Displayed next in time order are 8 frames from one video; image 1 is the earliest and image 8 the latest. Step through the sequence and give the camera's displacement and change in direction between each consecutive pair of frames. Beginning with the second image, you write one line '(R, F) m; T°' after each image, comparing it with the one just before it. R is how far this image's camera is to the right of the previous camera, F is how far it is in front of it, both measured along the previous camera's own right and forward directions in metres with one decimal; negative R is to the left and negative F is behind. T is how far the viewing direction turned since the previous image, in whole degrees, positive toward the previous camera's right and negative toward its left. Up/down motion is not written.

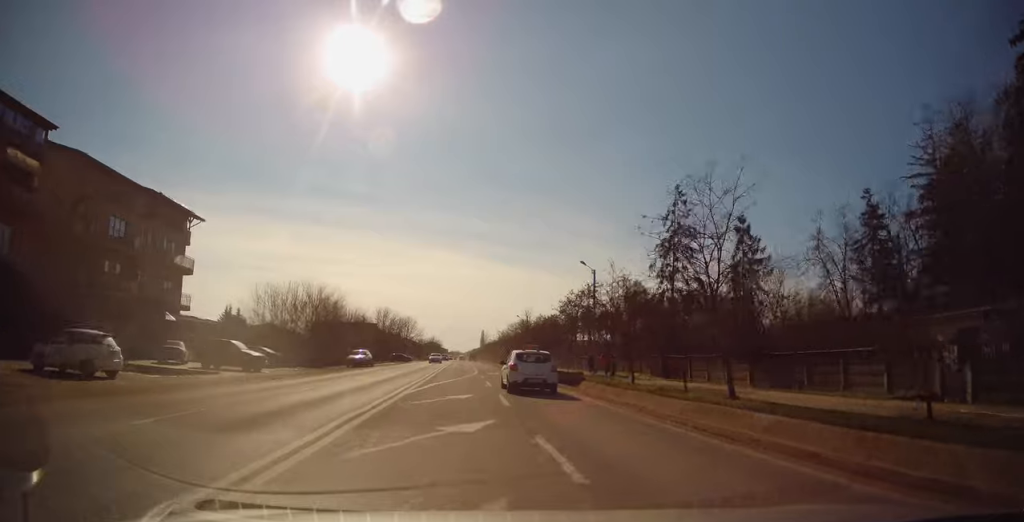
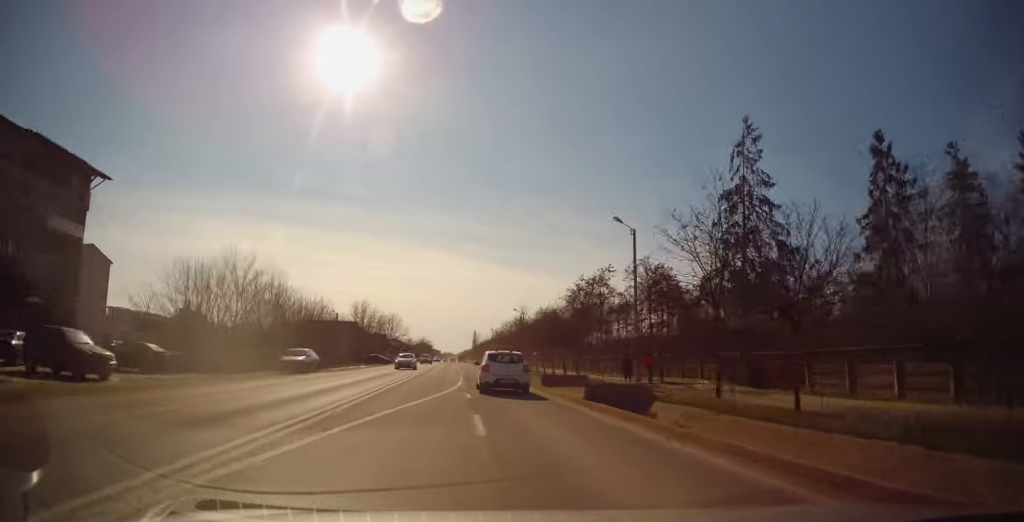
(0.0, +14.2) m; +1°
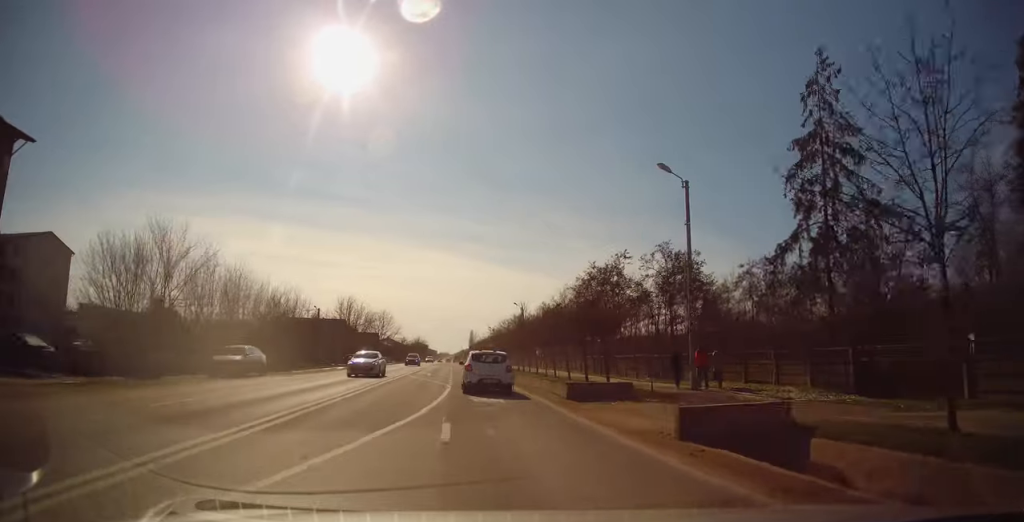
(+0.3, +8.5) m; 0°
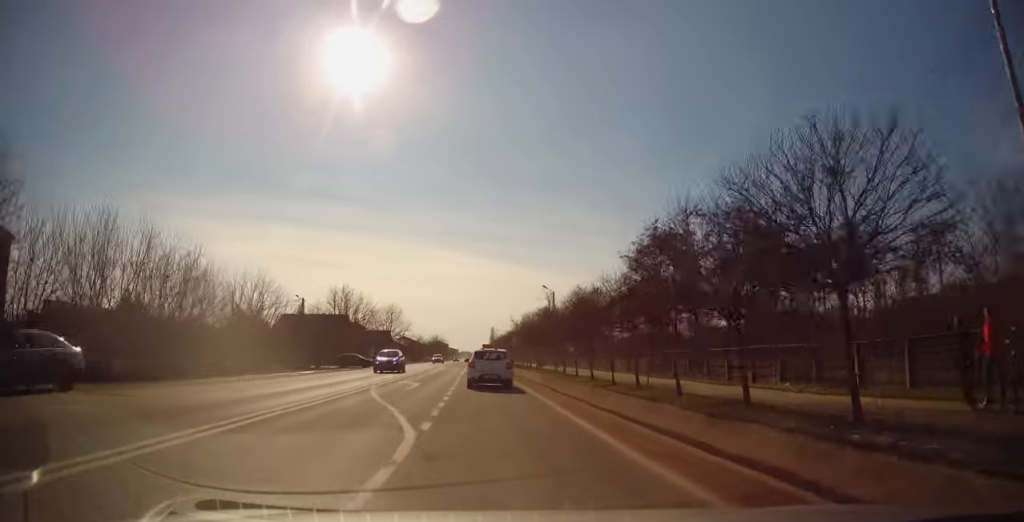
(-0.1, +15.3) m; -3°
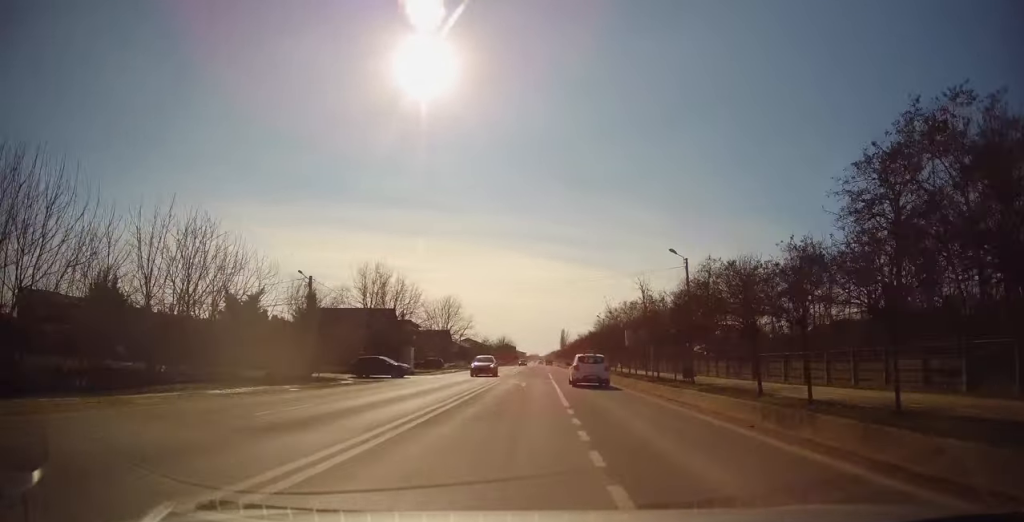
(-1.0, +21.1) m; -3°
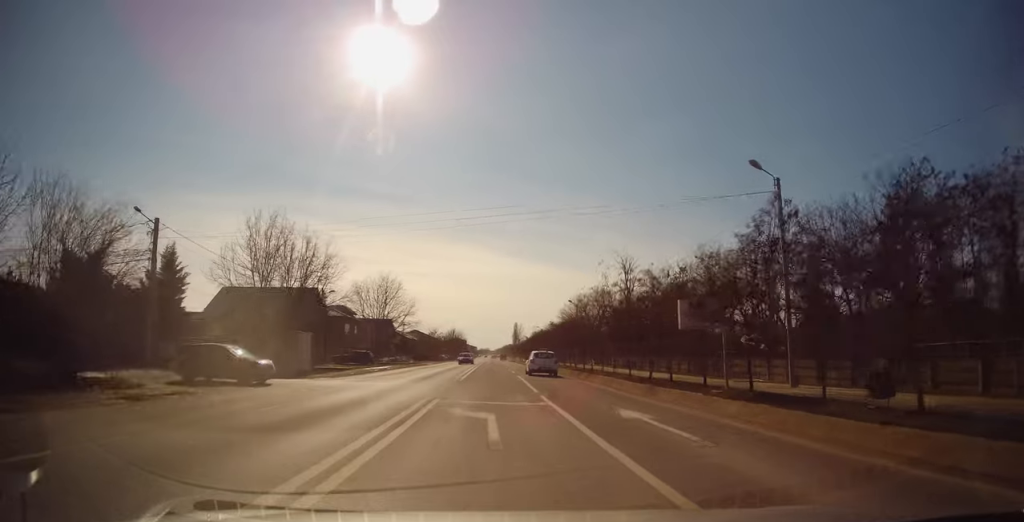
(+0.1, +17.0) m; 0°
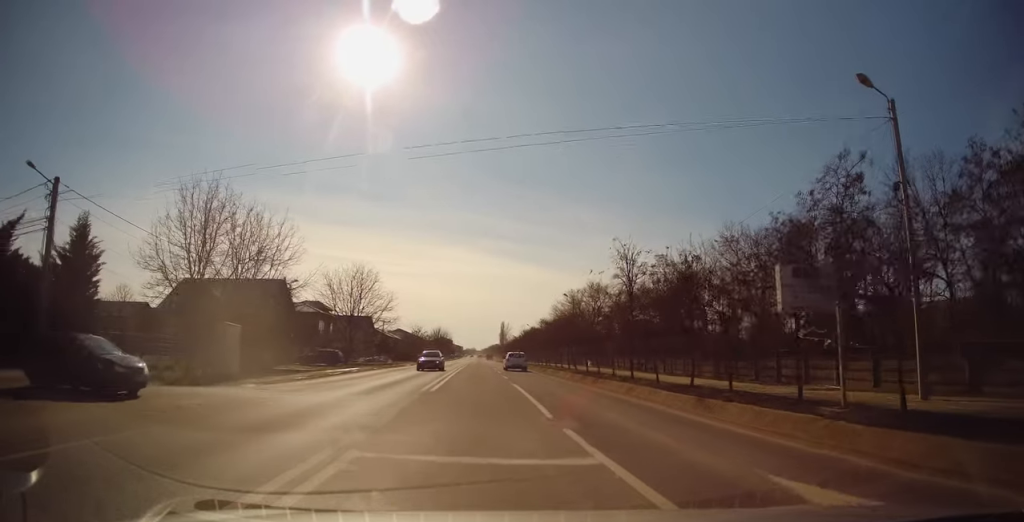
(-0.1, +8.8) m; 0°
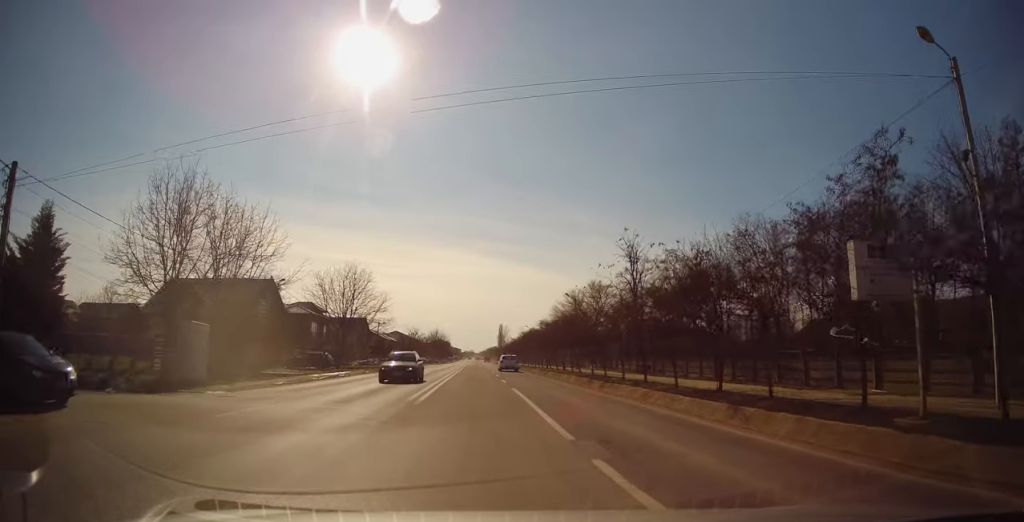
(0.0, +3.3) m; +1°
